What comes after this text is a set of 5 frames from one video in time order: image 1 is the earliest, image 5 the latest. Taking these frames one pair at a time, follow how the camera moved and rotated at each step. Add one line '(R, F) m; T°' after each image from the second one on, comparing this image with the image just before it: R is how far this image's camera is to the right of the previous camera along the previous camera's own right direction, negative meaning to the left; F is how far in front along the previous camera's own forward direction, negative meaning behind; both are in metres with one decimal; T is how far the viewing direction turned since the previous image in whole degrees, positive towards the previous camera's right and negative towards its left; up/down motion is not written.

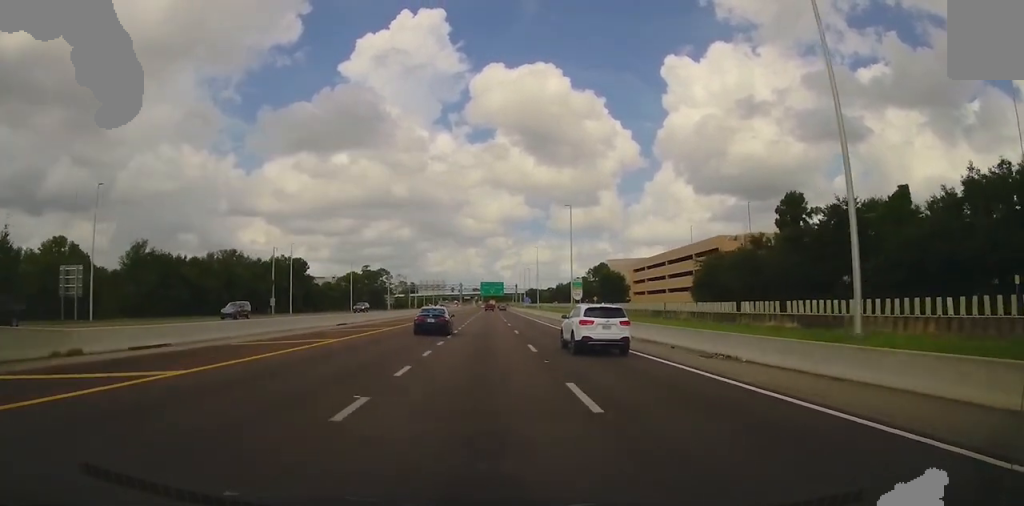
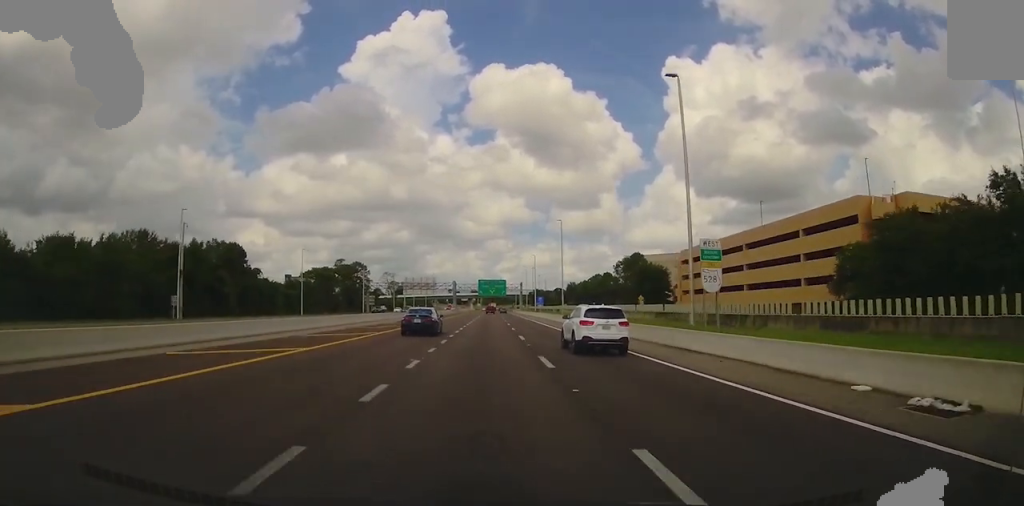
(-0.6, +42.5) m; -1°
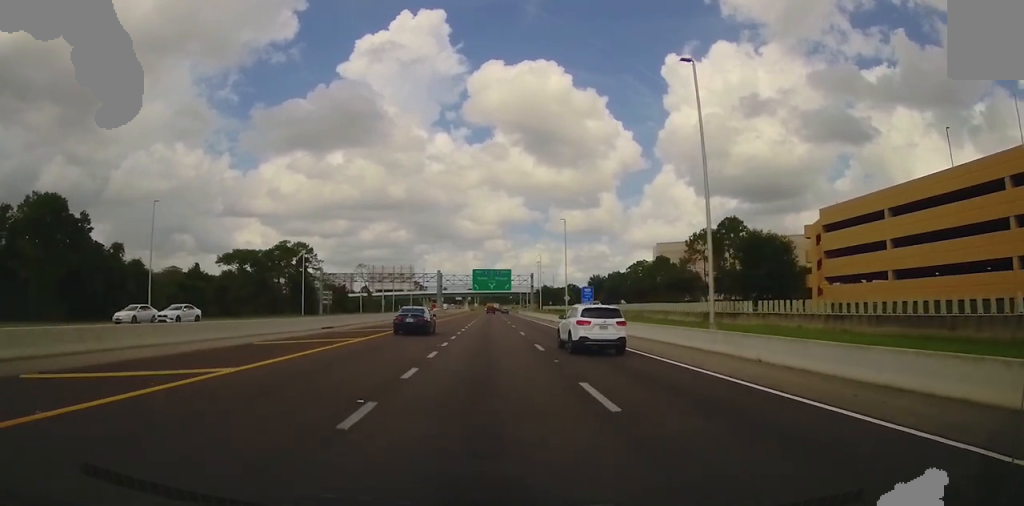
(+0.1, +55.9) m; 0°
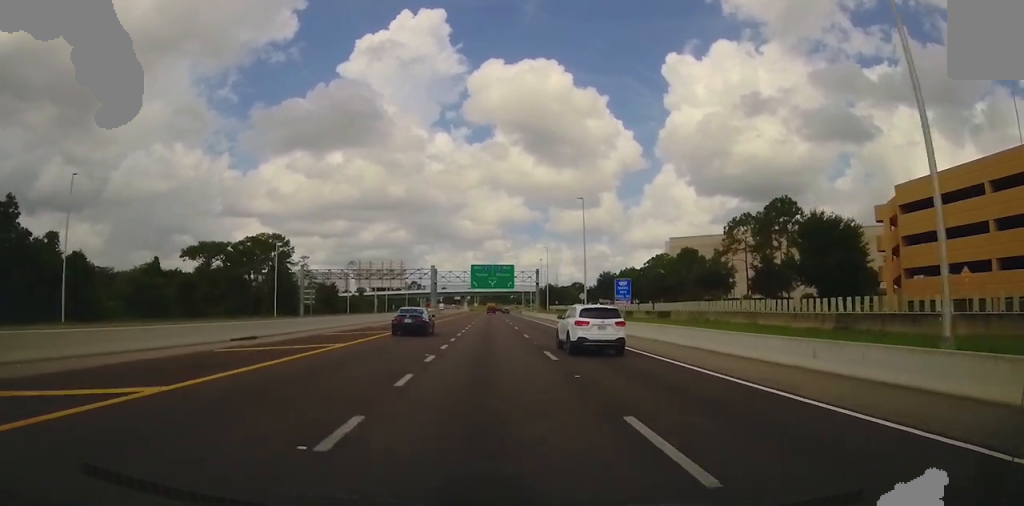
(+0.2, +15.7) m; +1°
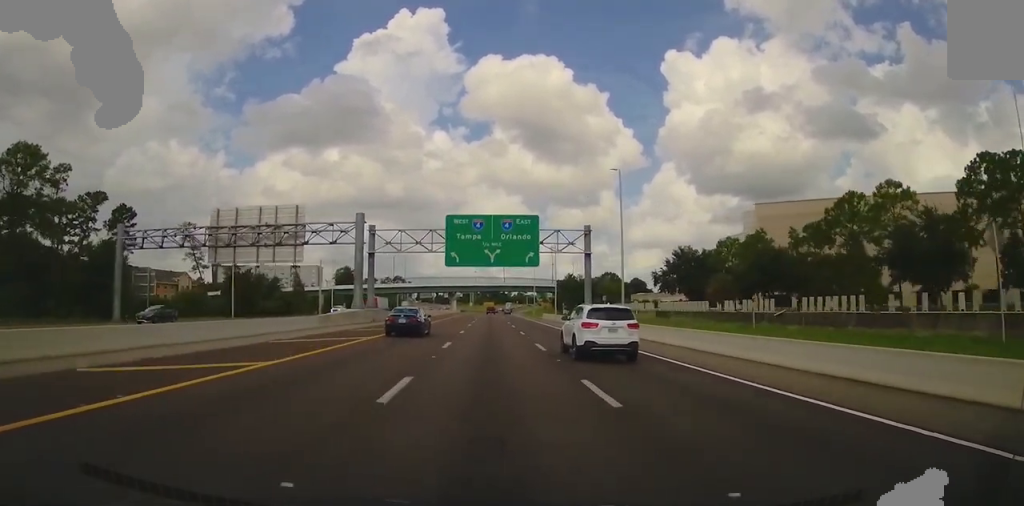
(+0.4, +70.0) m; 0°
